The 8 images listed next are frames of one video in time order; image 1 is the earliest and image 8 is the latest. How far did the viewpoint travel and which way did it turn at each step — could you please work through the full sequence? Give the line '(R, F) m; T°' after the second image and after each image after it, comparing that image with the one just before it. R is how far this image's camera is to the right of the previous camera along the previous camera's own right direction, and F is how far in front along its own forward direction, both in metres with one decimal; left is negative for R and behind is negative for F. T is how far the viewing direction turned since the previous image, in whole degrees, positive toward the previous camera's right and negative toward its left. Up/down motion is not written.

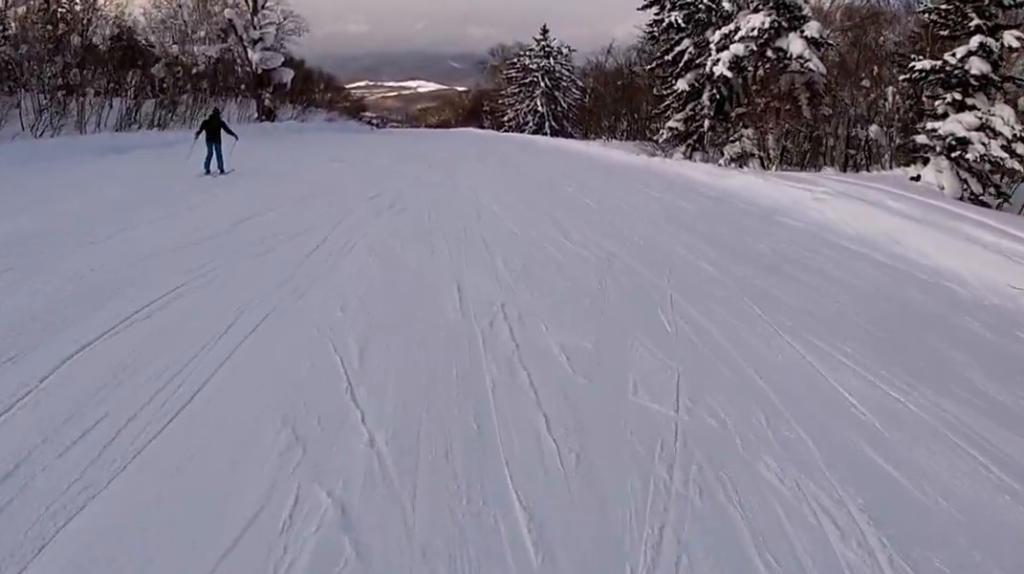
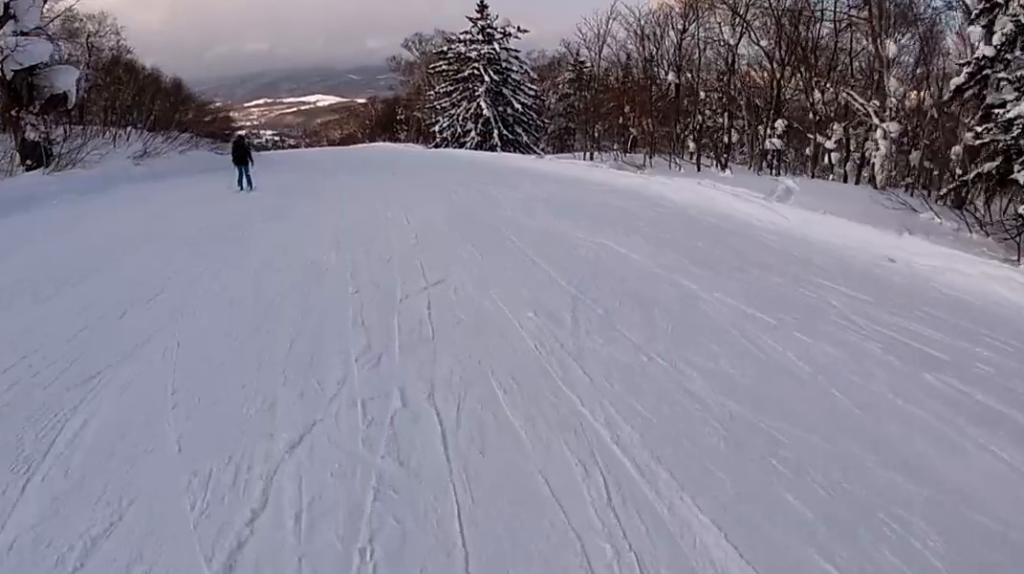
(+1.1, +25.7) m; +10°
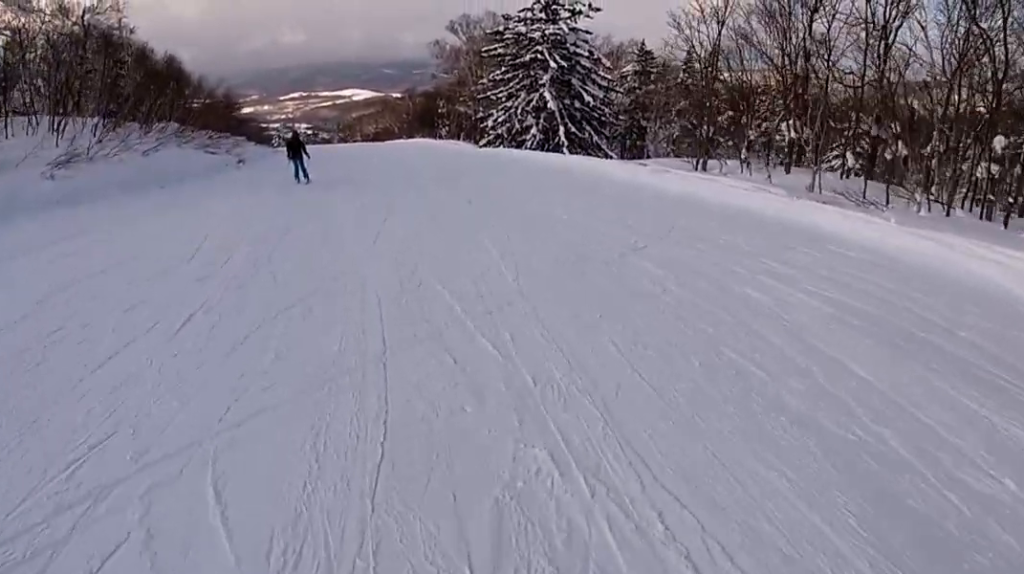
(+0.5, +10.5) m; -3°
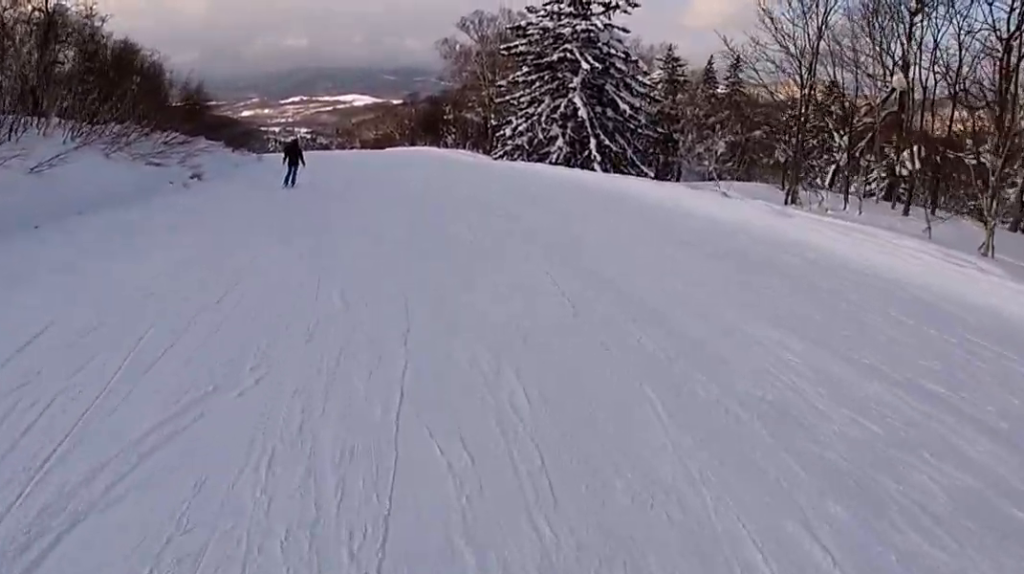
(-0.9, +7.8) m; -2°
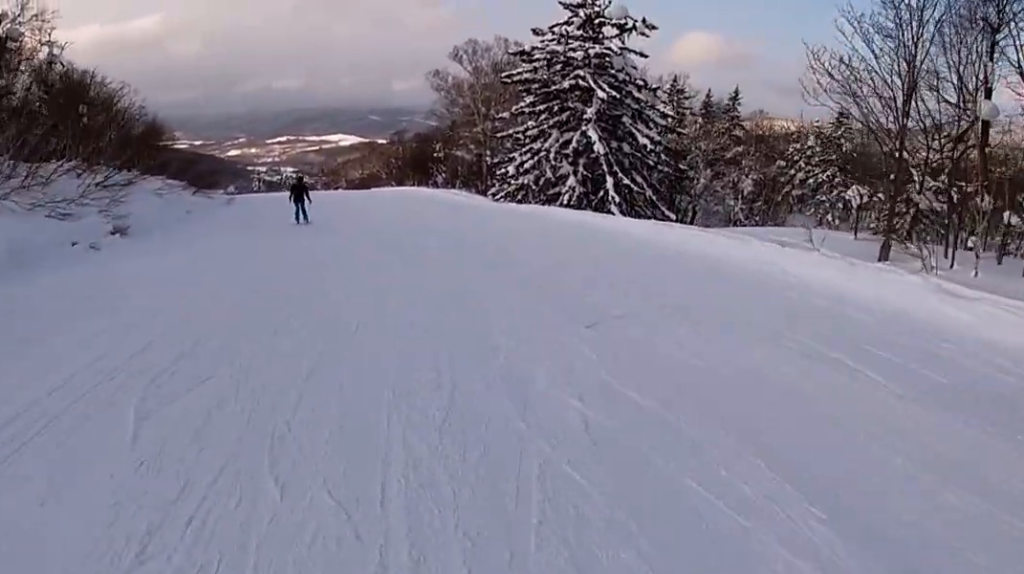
(+0.4, +6.3) m; 0°
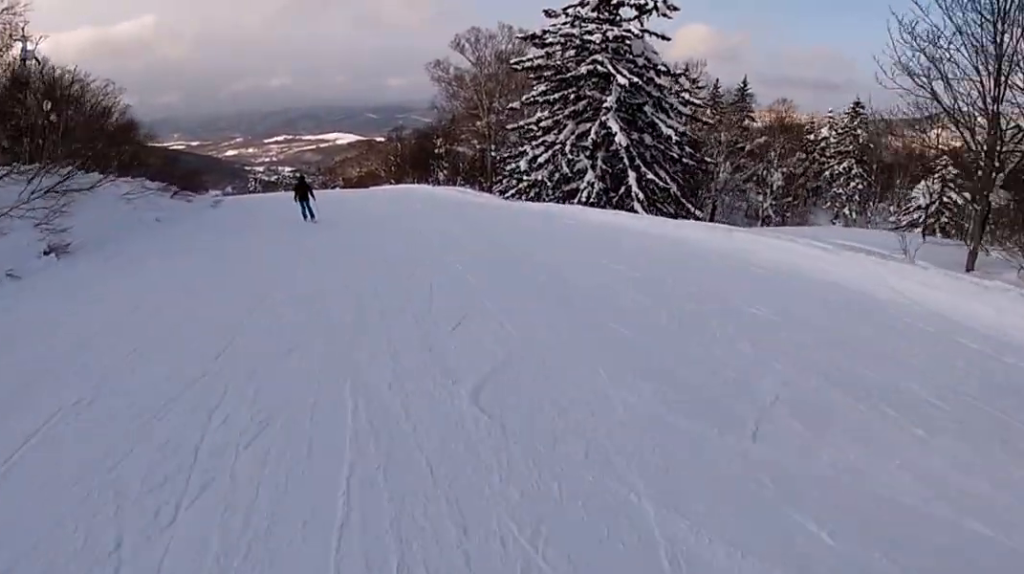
(+0.1, +3.6) m; 0°
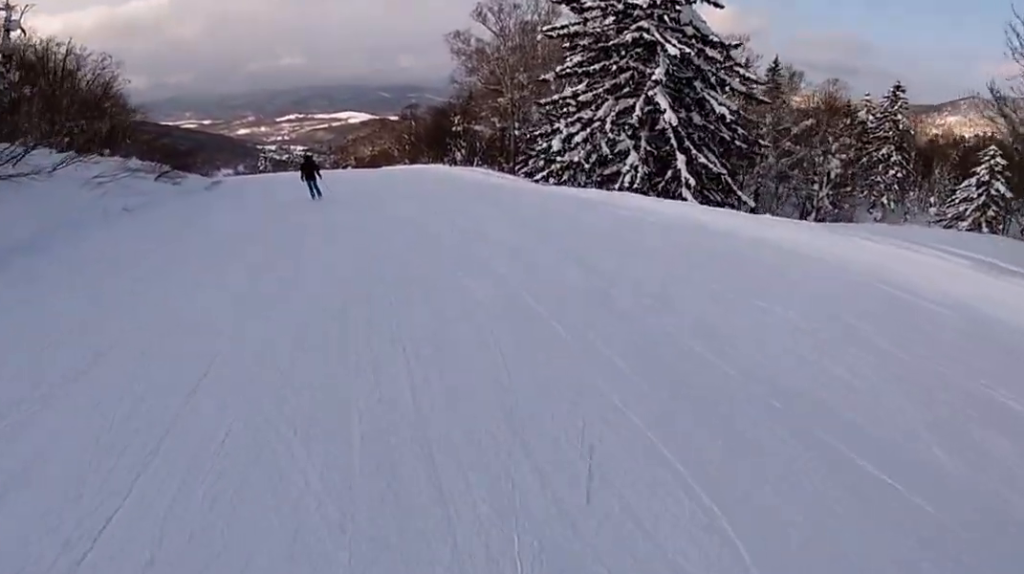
(-0.3, +4.0) m; 0°
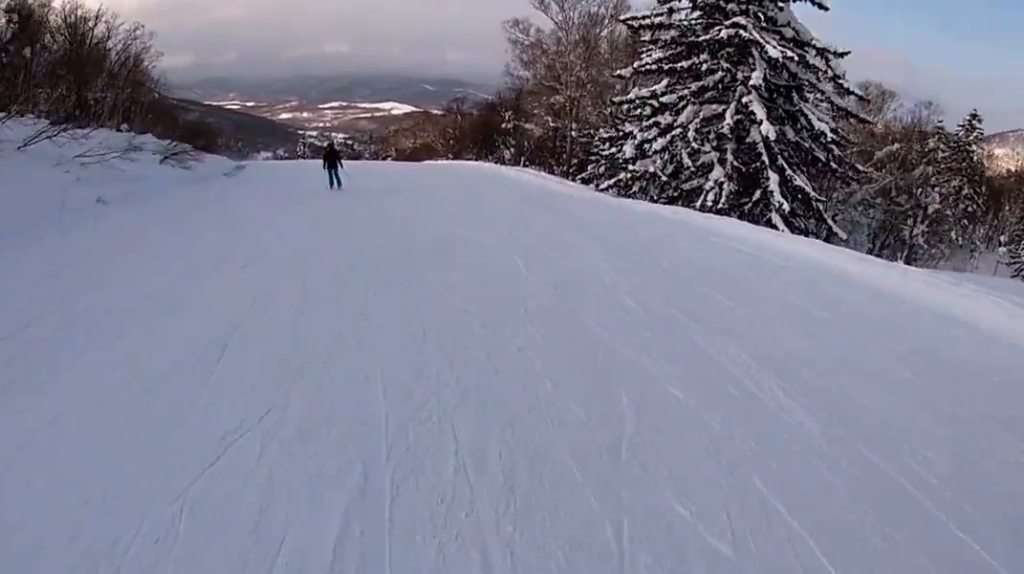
(-0.3, +4.4) m; 0°
